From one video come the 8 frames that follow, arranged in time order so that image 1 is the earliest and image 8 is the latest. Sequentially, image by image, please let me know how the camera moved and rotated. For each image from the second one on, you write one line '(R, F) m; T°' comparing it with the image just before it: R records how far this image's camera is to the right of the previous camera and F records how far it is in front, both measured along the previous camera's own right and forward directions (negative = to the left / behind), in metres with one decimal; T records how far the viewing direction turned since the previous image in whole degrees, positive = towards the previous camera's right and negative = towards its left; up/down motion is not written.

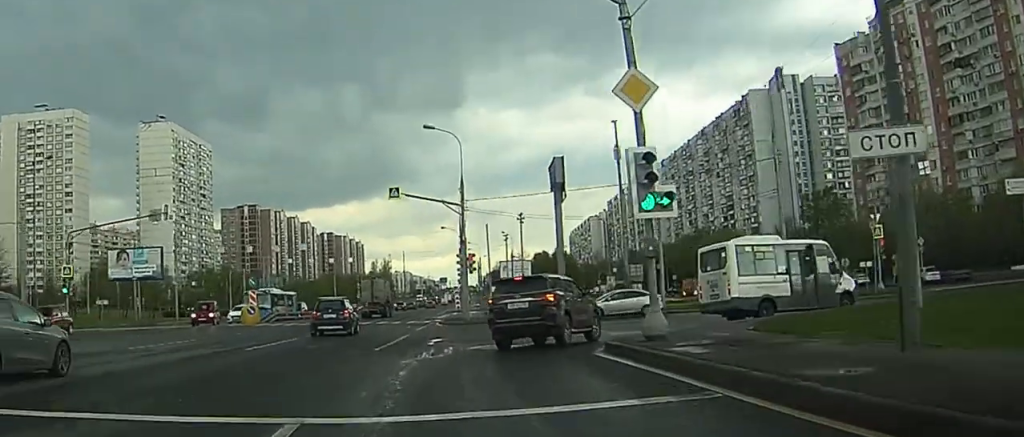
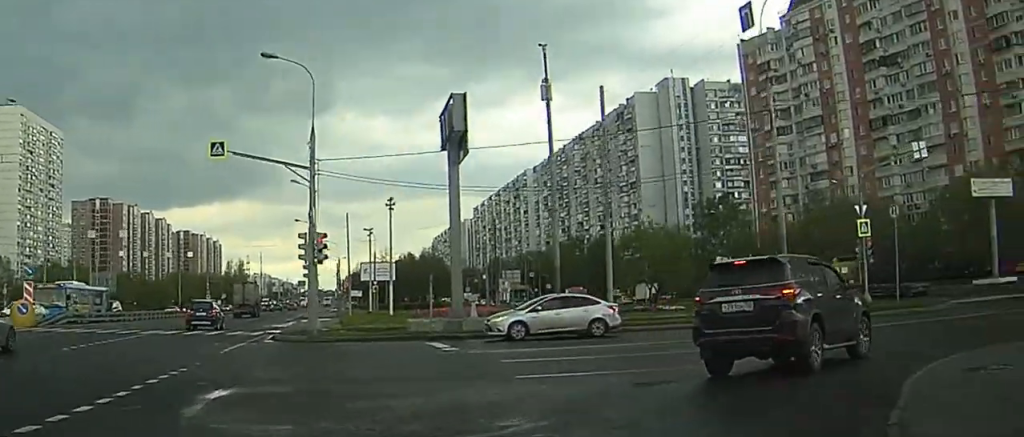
(+1.2, +30.7) m; +24°
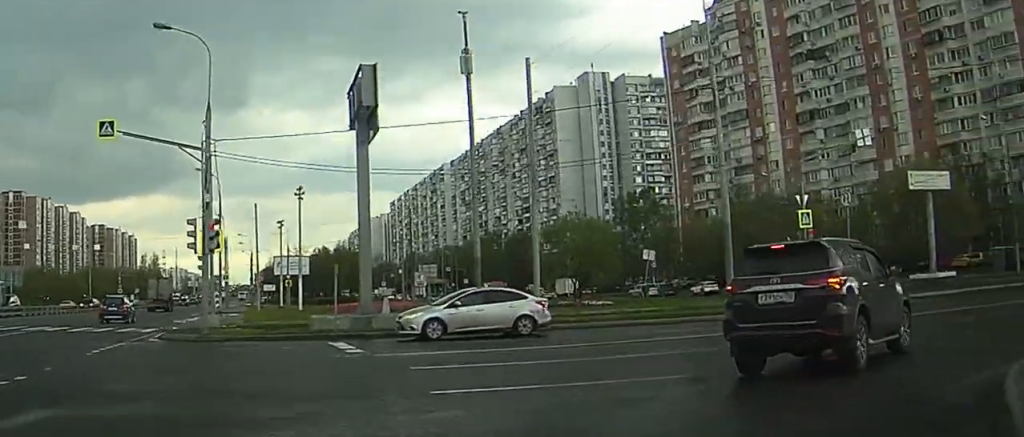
(+3.1, +13.0) m; +8°
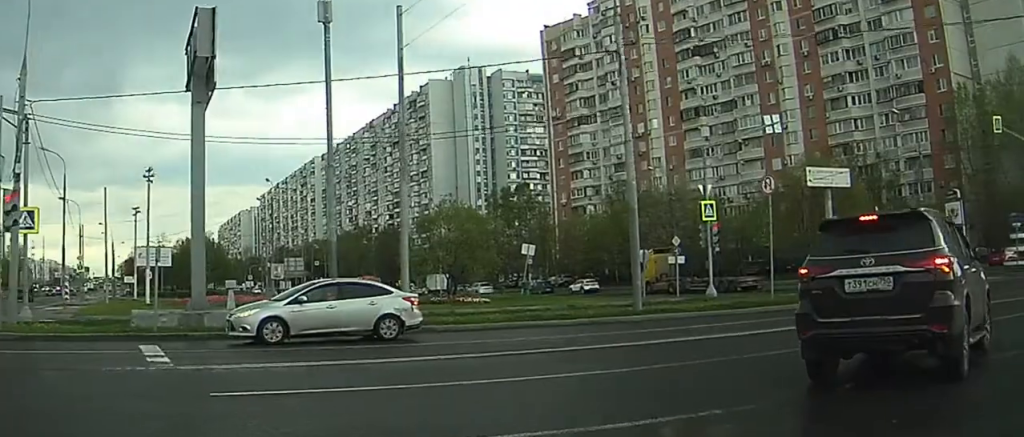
(+3.3, +23.8) m; +10°
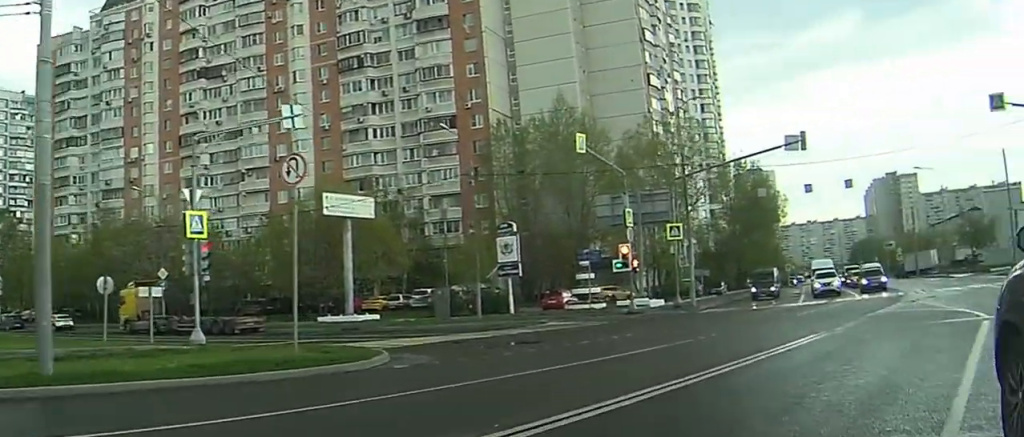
(+3.2, +96.6) m; +2°
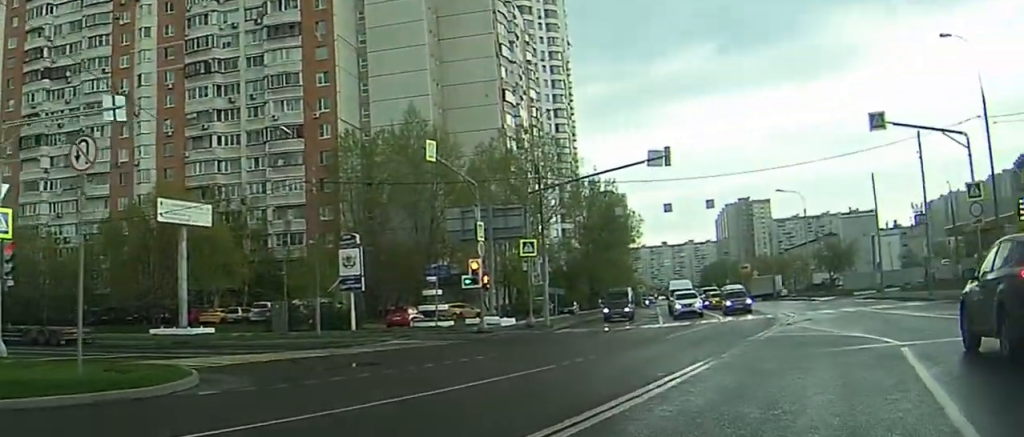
(+0.1, +23.1) m; 0°
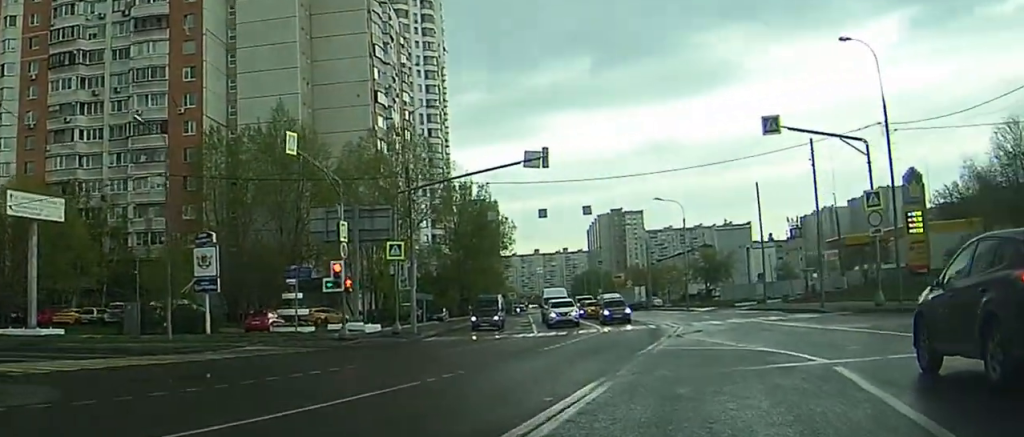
(-0.1, +16.0) m; 0°
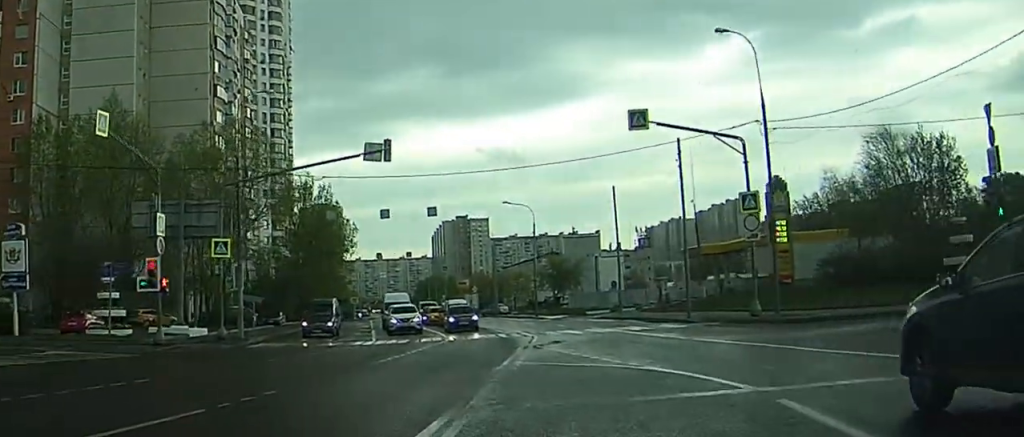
(-0.3, +17.2) m; 0°
